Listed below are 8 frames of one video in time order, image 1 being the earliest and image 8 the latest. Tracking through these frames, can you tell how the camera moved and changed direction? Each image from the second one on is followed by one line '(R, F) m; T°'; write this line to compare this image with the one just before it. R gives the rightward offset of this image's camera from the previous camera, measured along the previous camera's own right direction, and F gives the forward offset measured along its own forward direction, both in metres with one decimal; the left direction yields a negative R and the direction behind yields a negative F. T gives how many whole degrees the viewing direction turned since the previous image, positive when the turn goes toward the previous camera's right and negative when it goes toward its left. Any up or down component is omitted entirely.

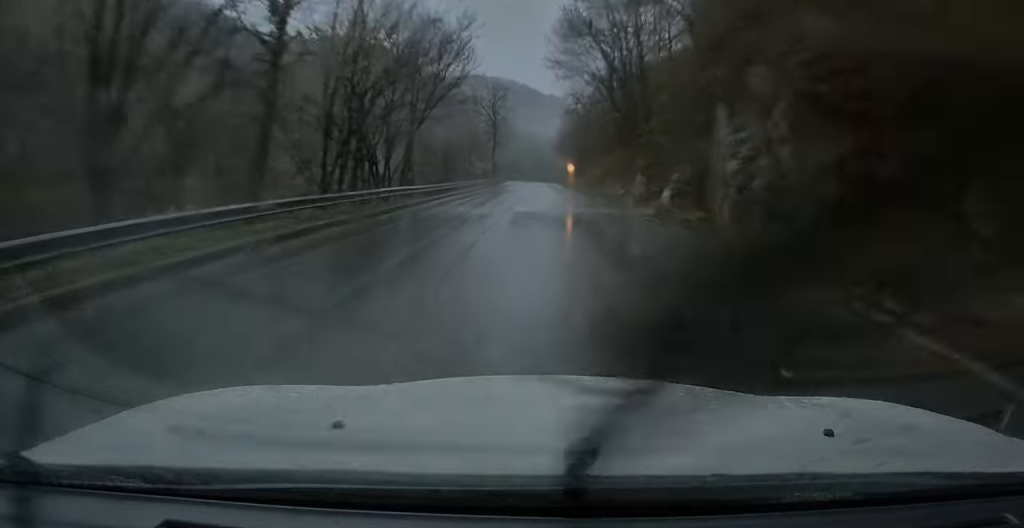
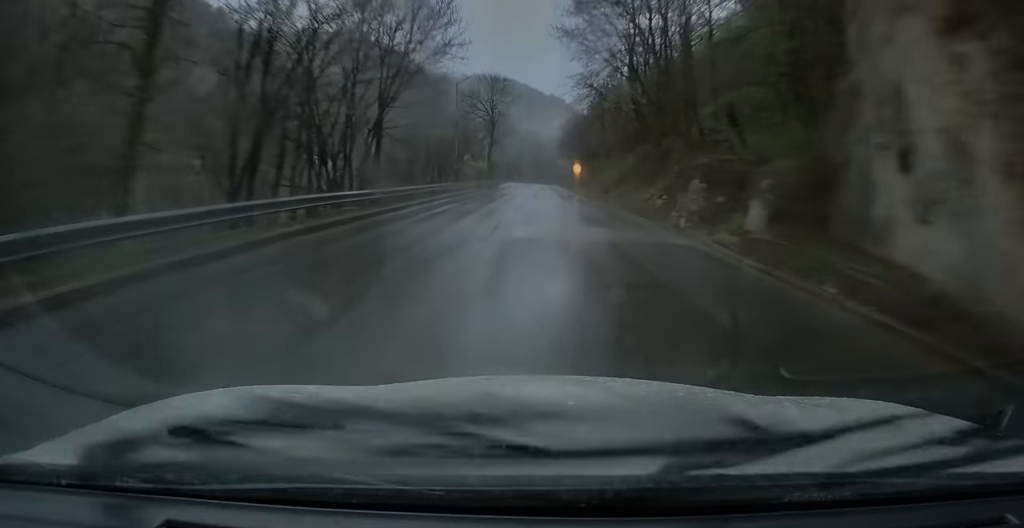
(-0.1, +9.2) m; 0°
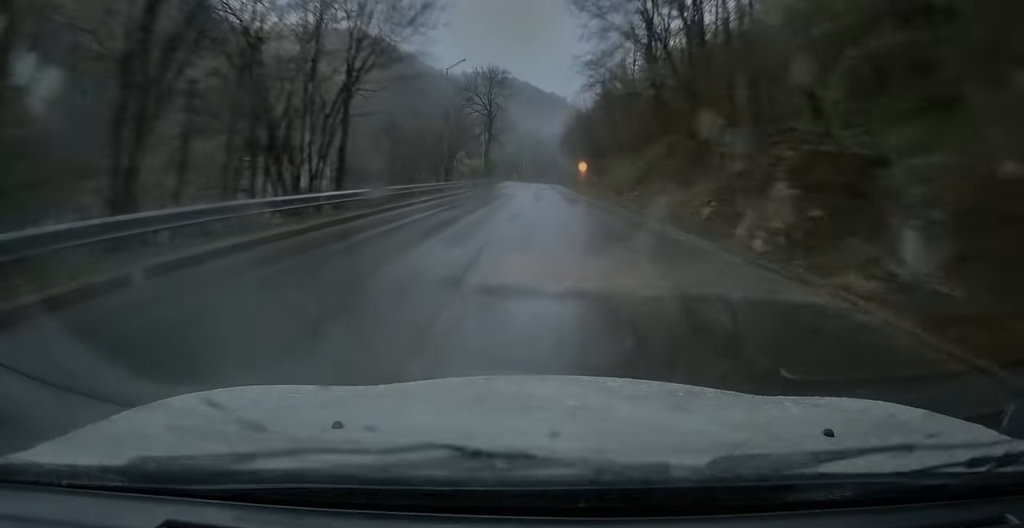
(+0.1, +6.1) m; 0°
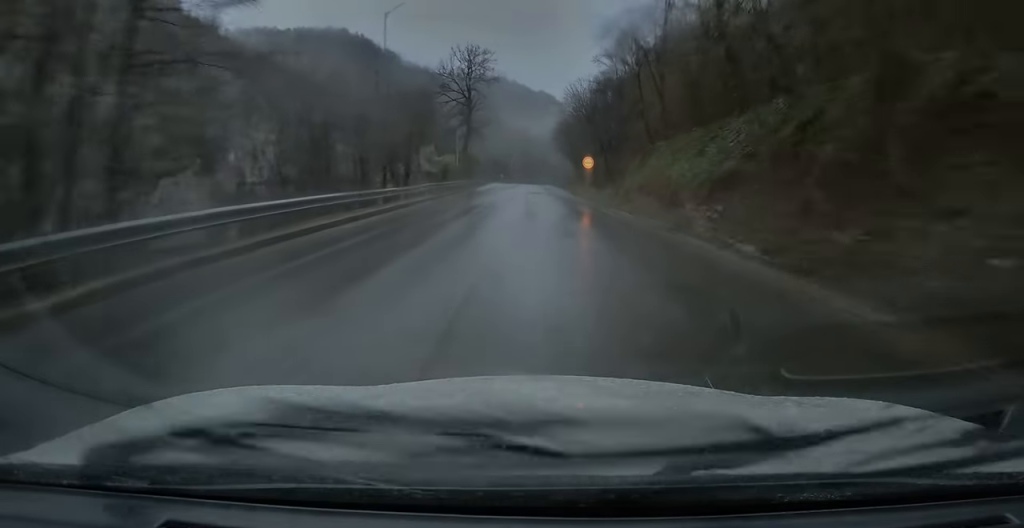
(+0.1, +14.7) m; 0°
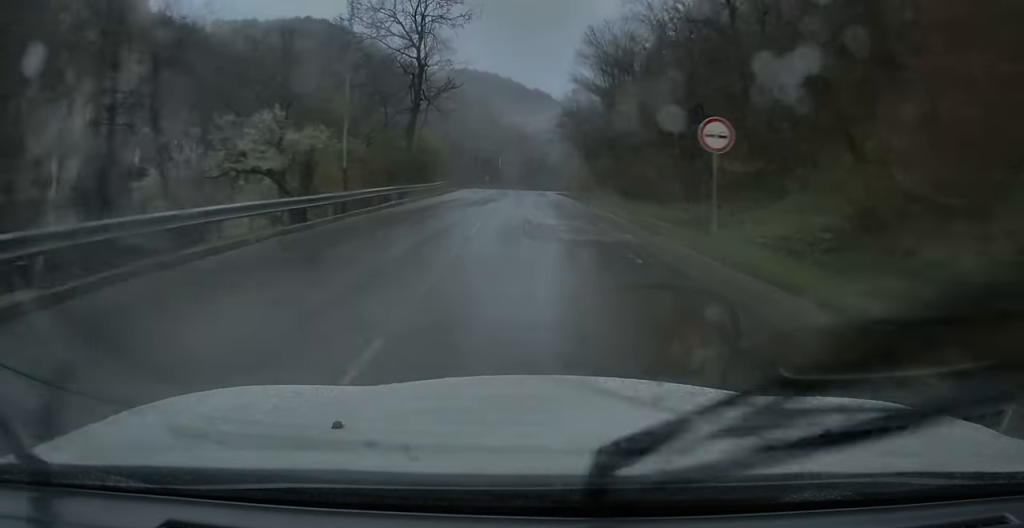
(-0.1, +30.6) m; 0°
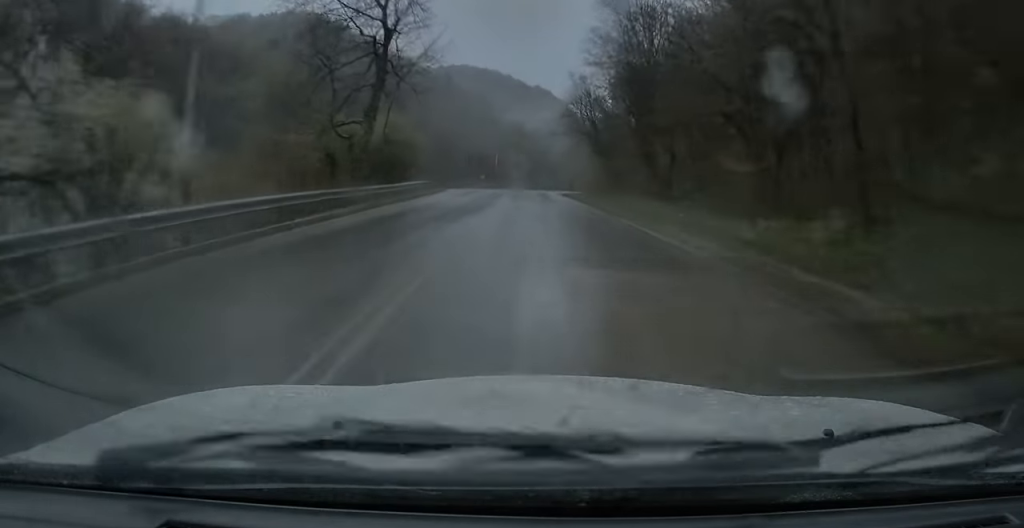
(+0.1, +10.4) m; 0°
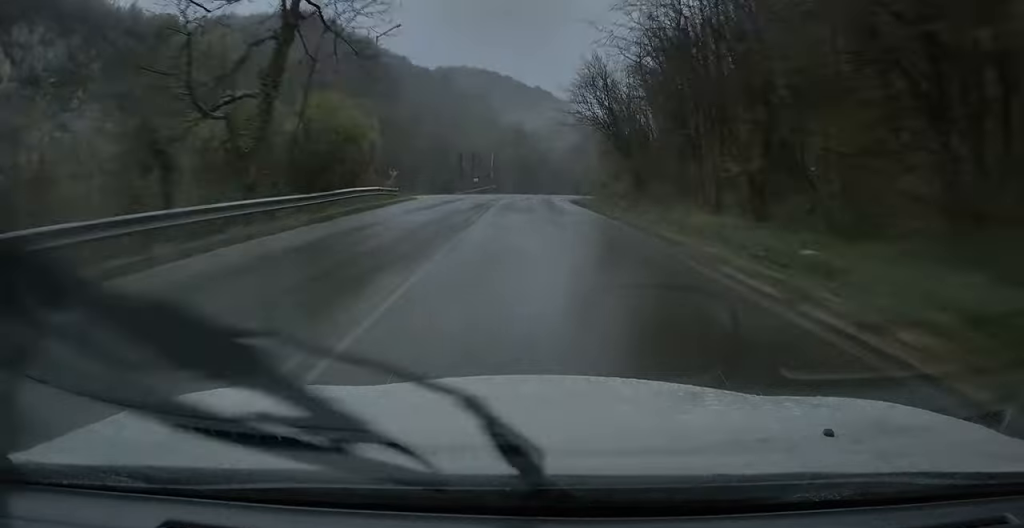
(-0.1, +12.4) m; -1°
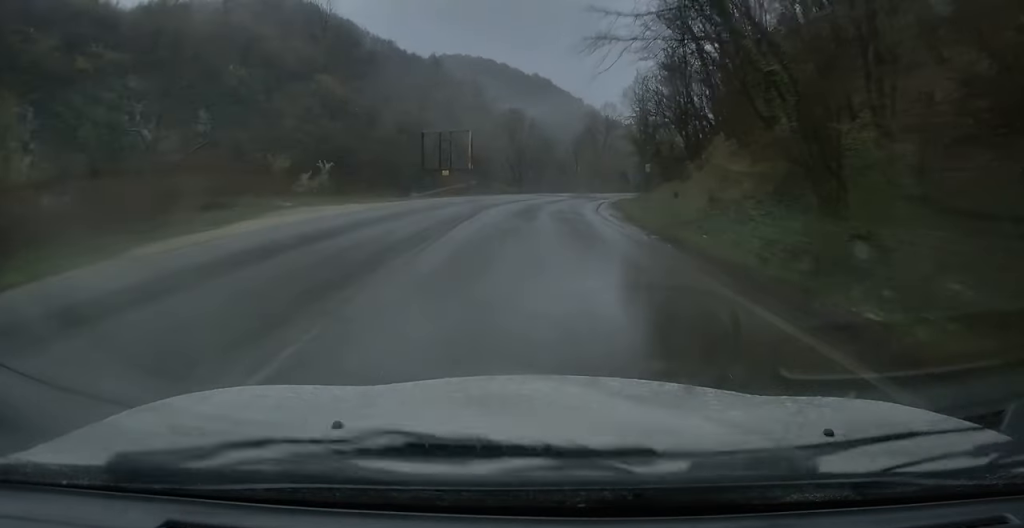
(+0.2, +27.6) m; +2°
